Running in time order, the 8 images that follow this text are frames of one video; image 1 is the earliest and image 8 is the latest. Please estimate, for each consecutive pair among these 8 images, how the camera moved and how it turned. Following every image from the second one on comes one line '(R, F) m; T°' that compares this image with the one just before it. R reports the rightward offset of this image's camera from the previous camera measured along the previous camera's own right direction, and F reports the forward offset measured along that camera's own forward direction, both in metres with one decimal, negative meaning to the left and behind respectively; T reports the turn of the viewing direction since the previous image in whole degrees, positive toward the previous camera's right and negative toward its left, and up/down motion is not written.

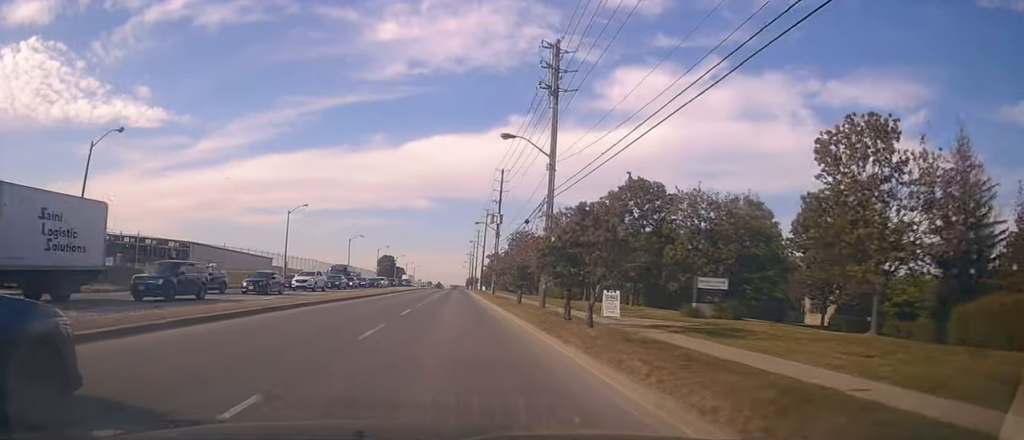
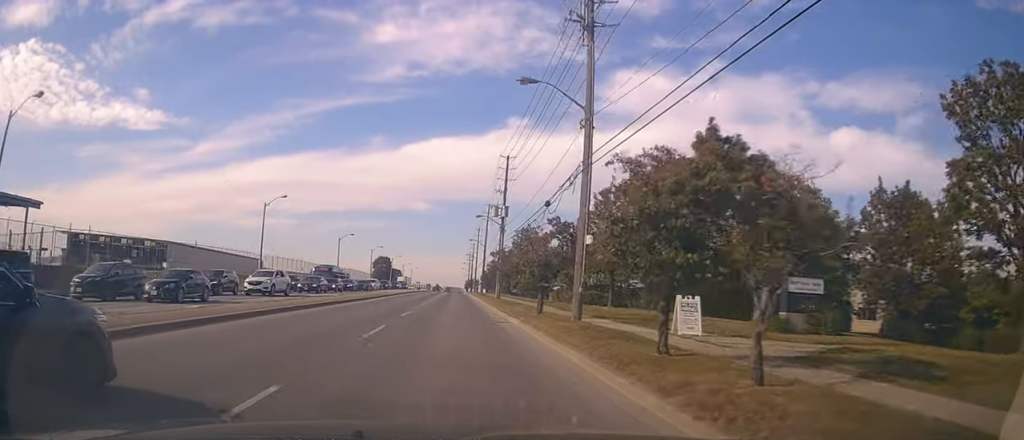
(0.0, +7.1) m; 0°
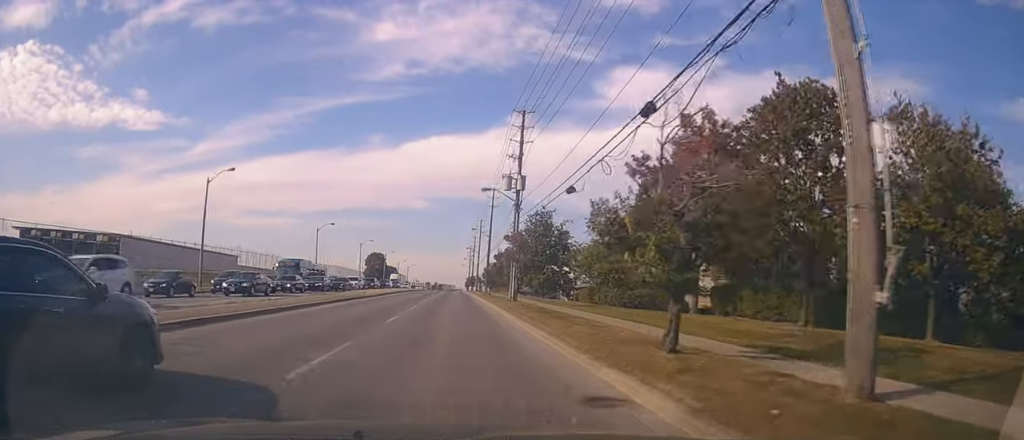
(0.0, +12.9) m; +1°
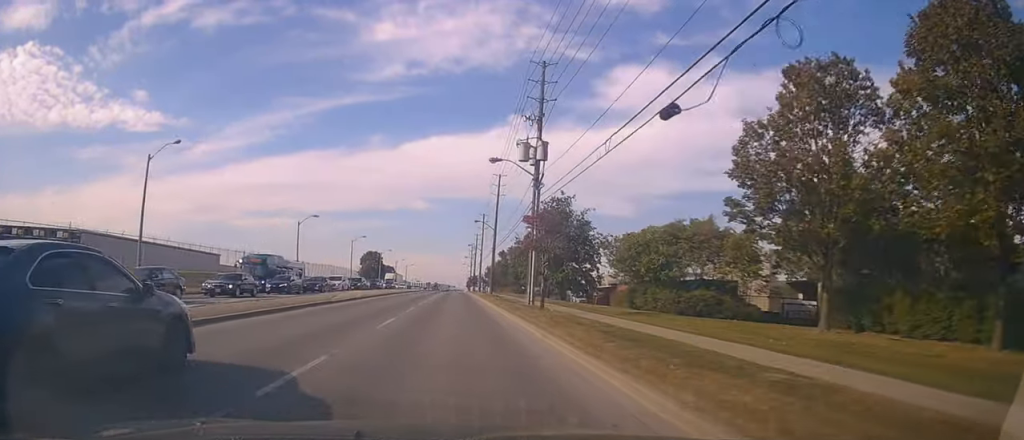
(+0.1, +9.9) m; 0°
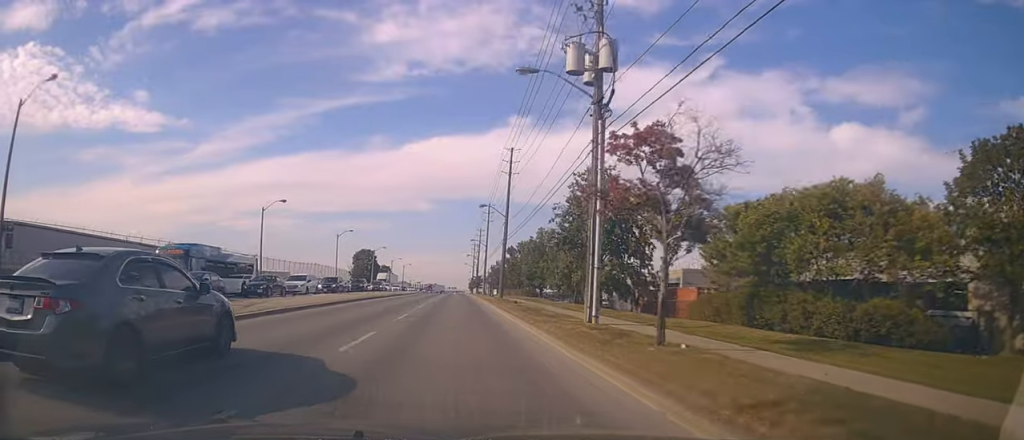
(-0.2, +13.7) m; 0°
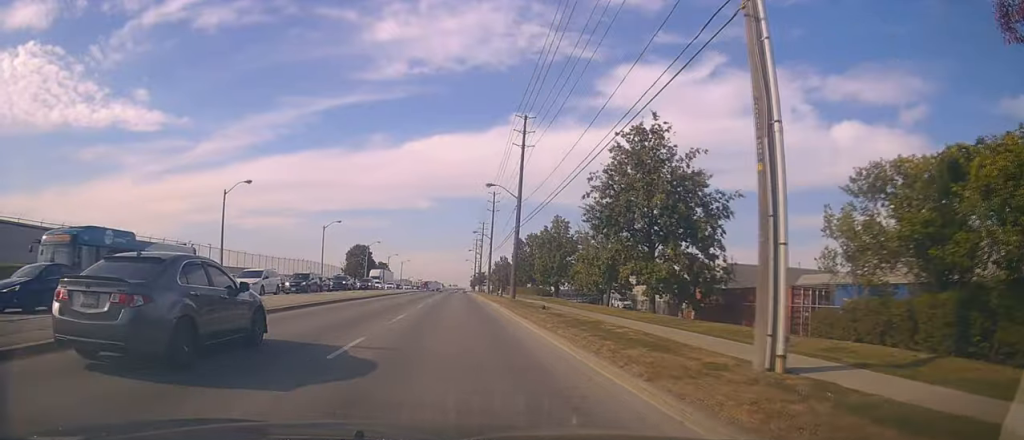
(+0.1, +10.1) m; +1°
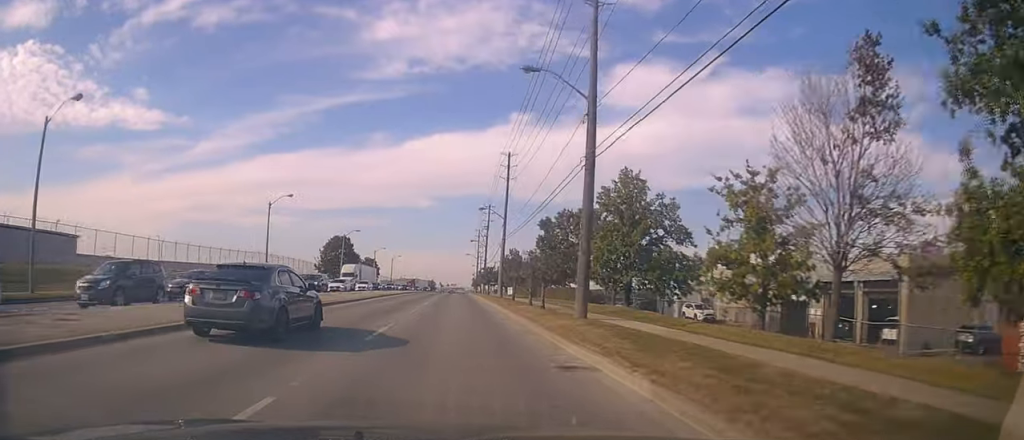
(+0.1, +24.0) m; -1°
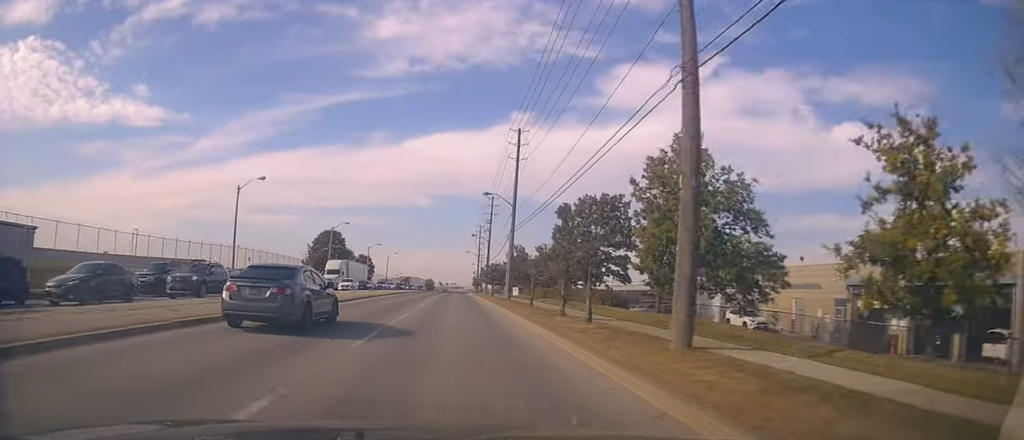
(0.0, +9.1) m; +1°
